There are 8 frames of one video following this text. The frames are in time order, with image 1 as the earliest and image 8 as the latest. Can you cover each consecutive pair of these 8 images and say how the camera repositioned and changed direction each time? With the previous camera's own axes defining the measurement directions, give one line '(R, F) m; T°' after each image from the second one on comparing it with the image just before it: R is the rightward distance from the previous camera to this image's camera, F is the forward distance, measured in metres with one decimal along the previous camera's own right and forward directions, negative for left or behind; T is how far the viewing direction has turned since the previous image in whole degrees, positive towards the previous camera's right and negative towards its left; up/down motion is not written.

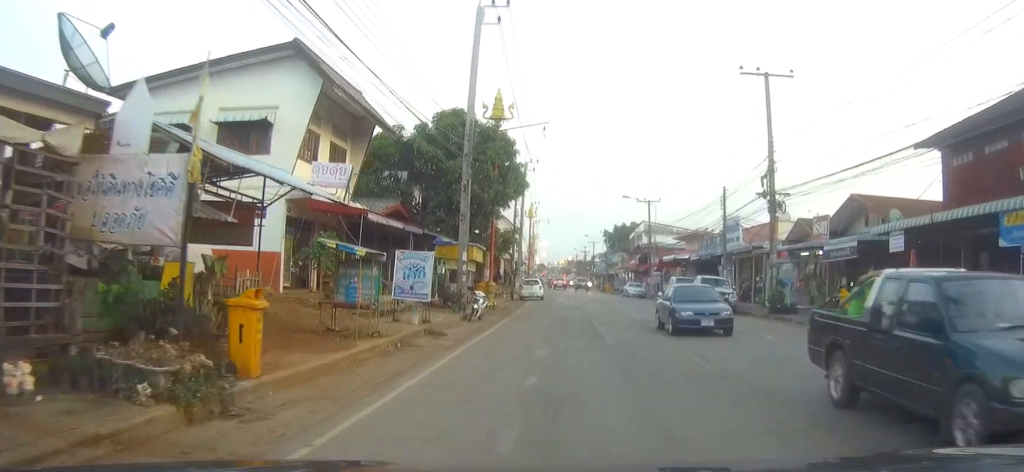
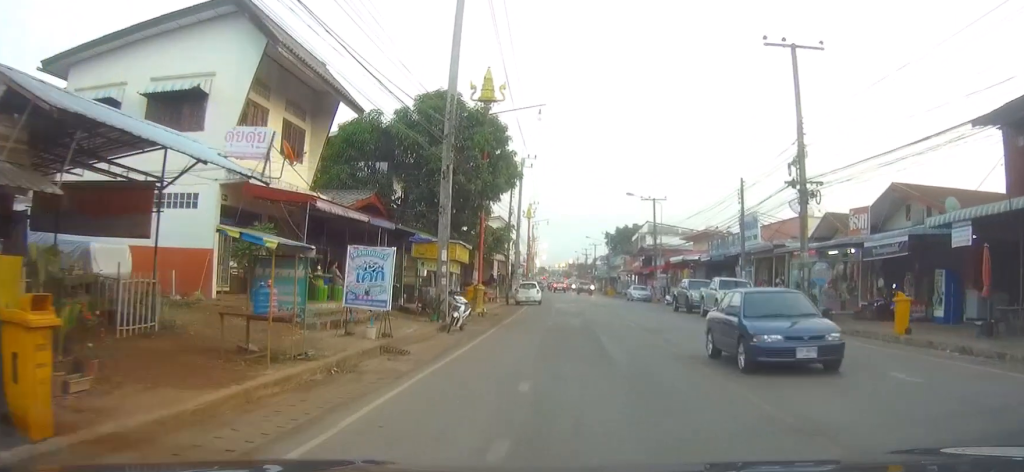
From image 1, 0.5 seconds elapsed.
(-0.1, +4.4) m; 0°
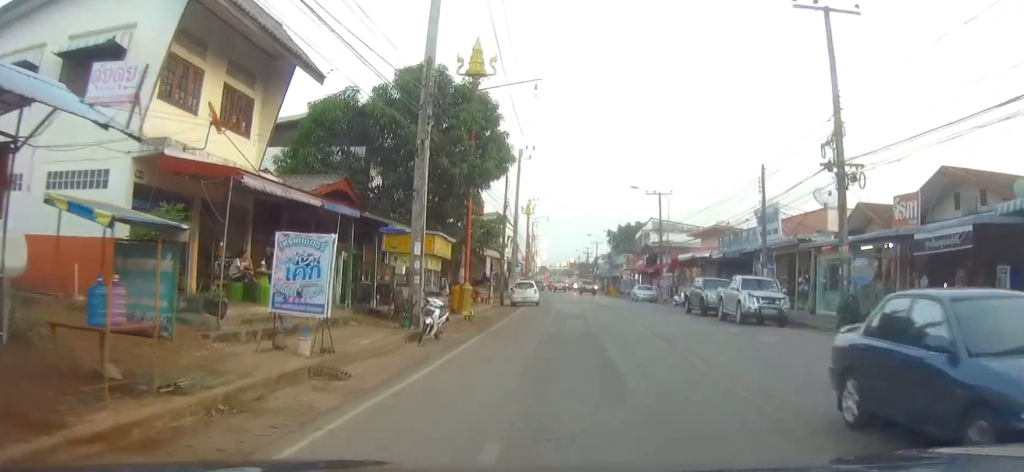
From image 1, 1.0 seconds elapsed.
(+0.1, +4.2) m; +1°
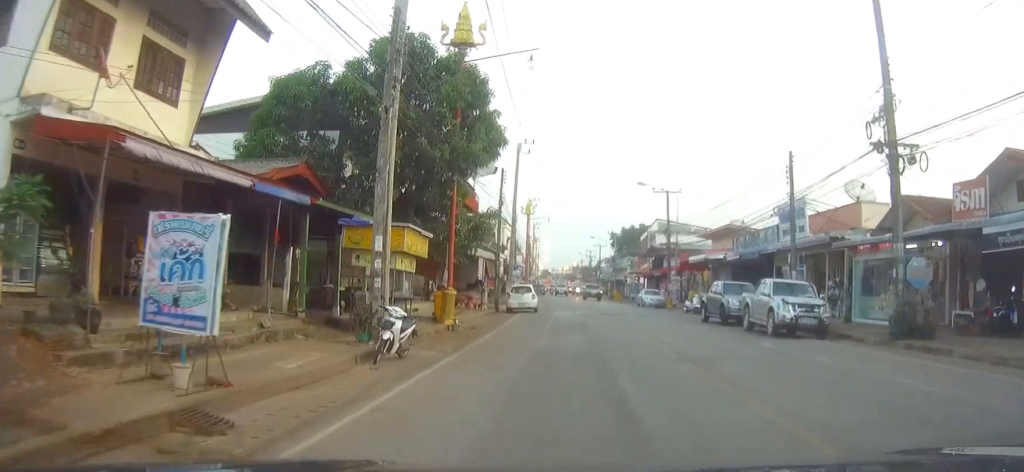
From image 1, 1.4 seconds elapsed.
(0.0, +4.2) m; +1°
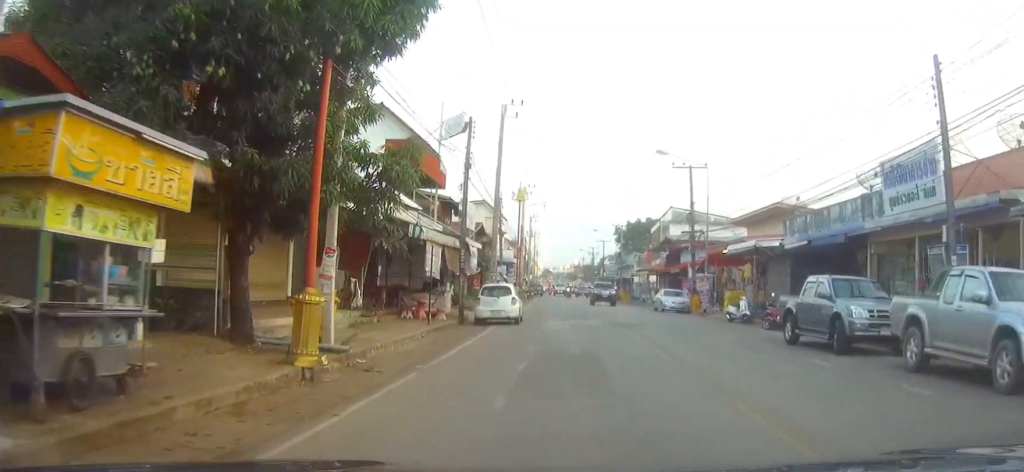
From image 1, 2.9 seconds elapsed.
(+0.2, +13.3) m; 0°
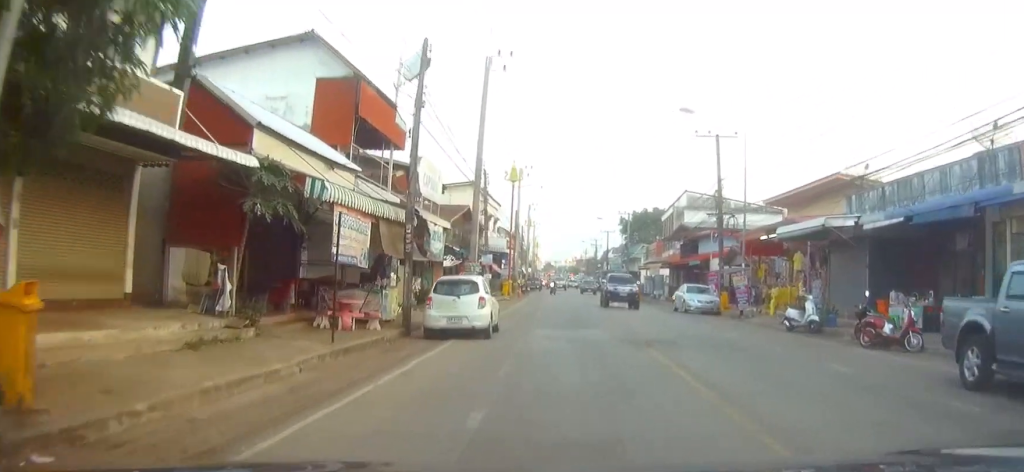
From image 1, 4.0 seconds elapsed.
(-0.2, +9.7) m; -3°
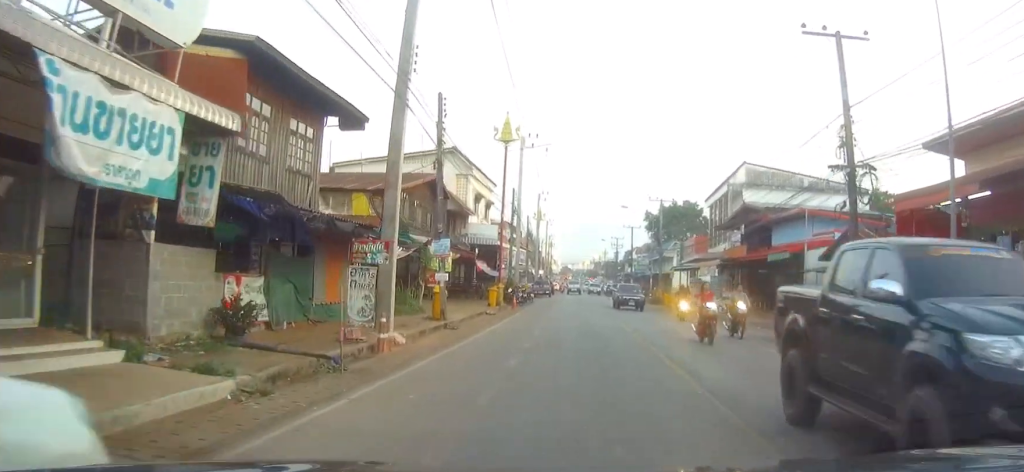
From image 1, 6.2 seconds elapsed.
(-0.6, +18.8) m; -3°
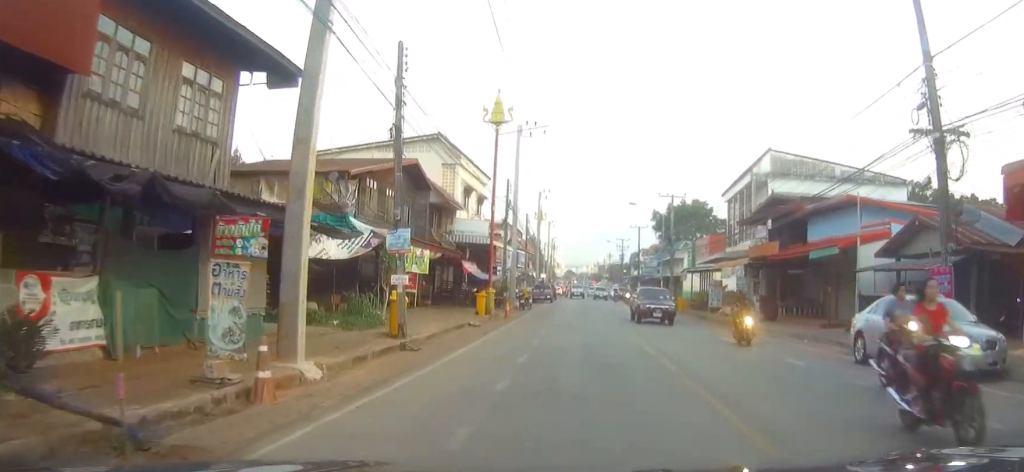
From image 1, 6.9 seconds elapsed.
(-0.1, +6.3) m; -1°
